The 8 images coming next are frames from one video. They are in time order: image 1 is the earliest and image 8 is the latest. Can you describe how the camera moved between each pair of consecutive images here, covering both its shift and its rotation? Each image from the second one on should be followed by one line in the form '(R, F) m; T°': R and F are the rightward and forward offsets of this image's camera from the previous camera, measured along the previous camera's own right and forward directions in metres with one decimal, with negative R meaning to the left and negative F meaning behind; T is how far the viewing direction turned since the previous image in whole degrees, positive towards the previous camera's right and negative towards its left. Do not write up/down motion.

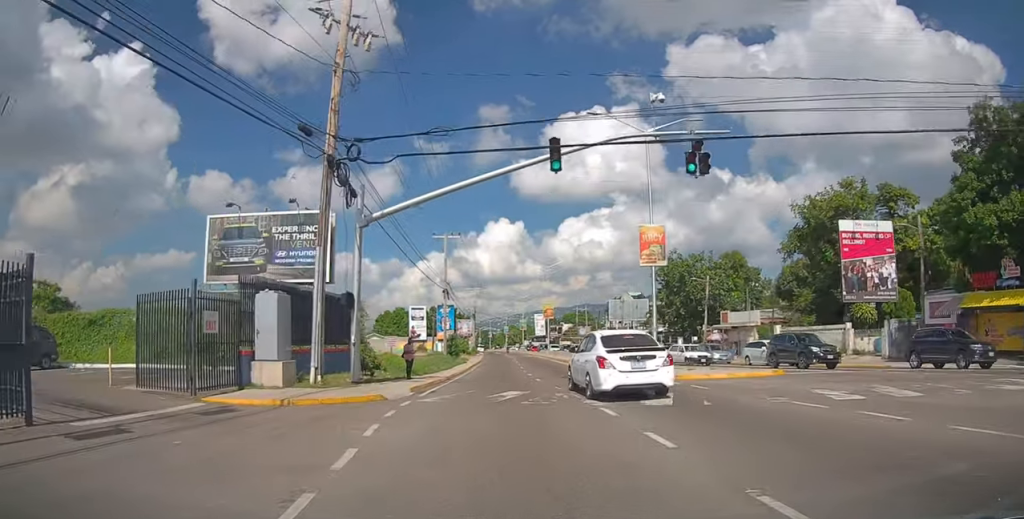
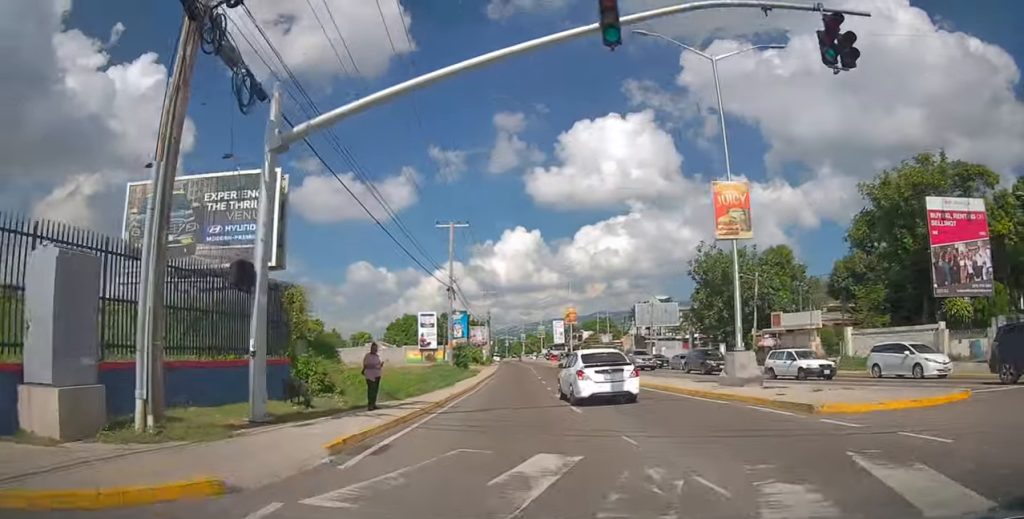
(0.0, +7.8) m; -1°
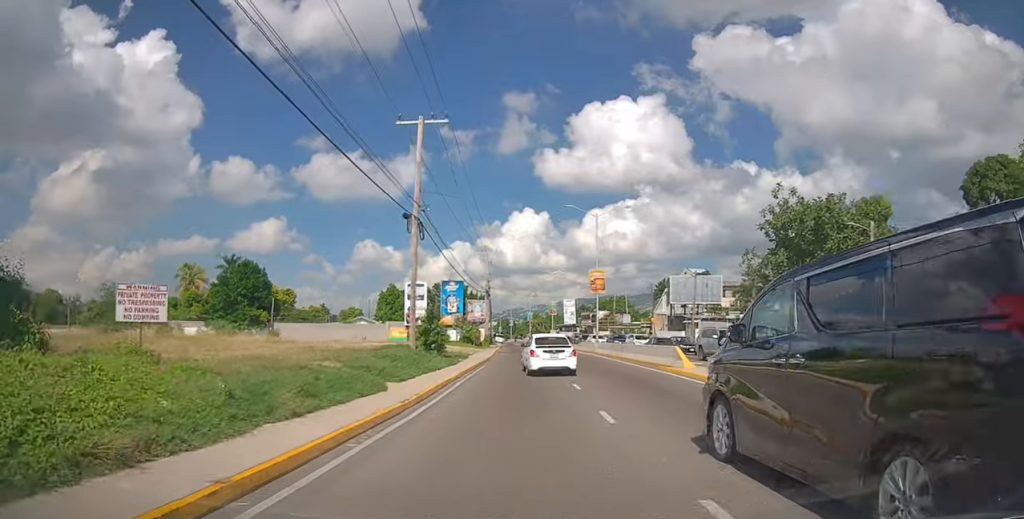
(-0.2, +15.8) m; -1°
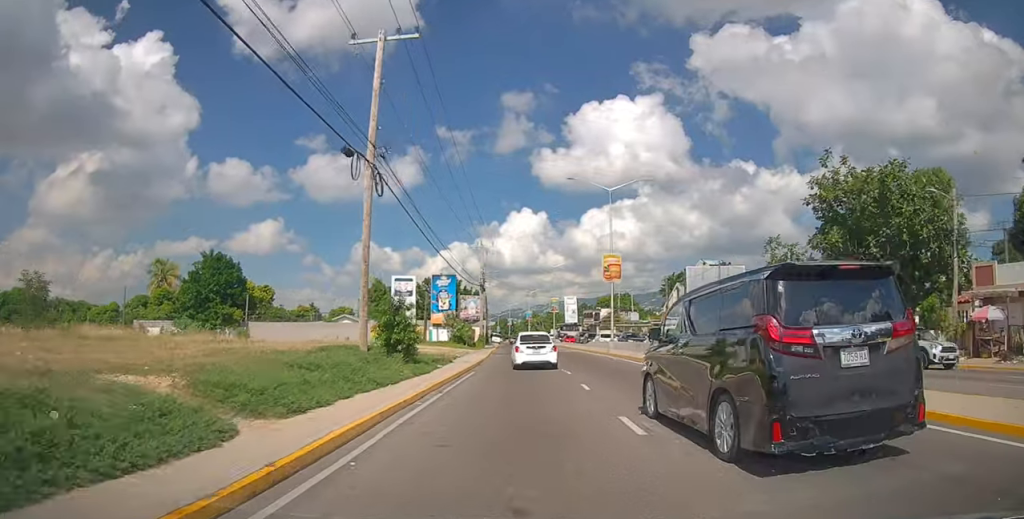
(+0.1, +7.5) m; 0°
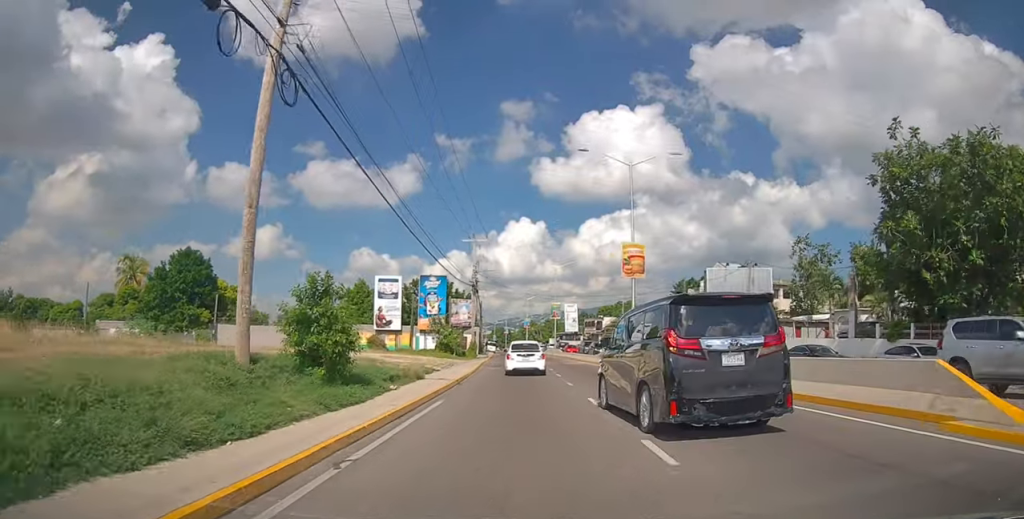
(0.0, +7.5) m; 0°
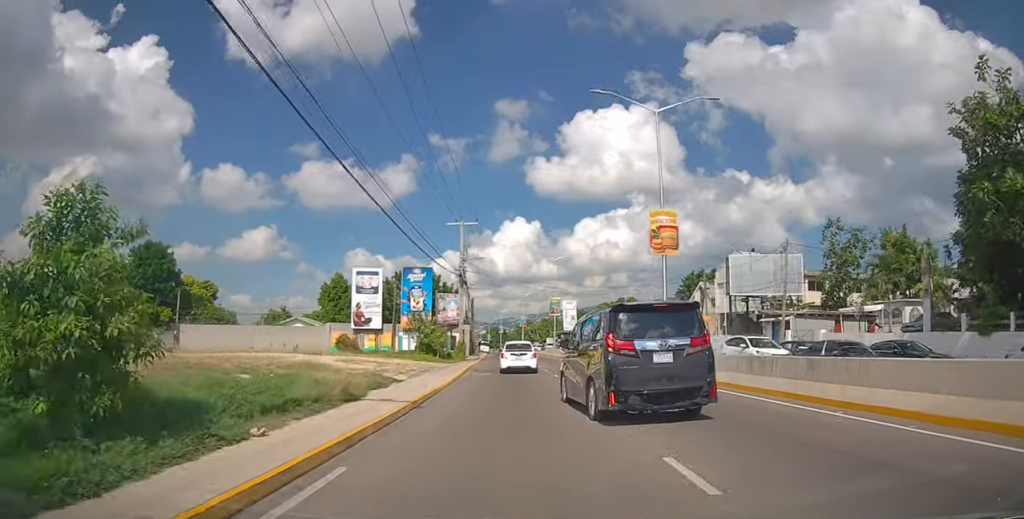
(0.0, +7.2) m; 0°
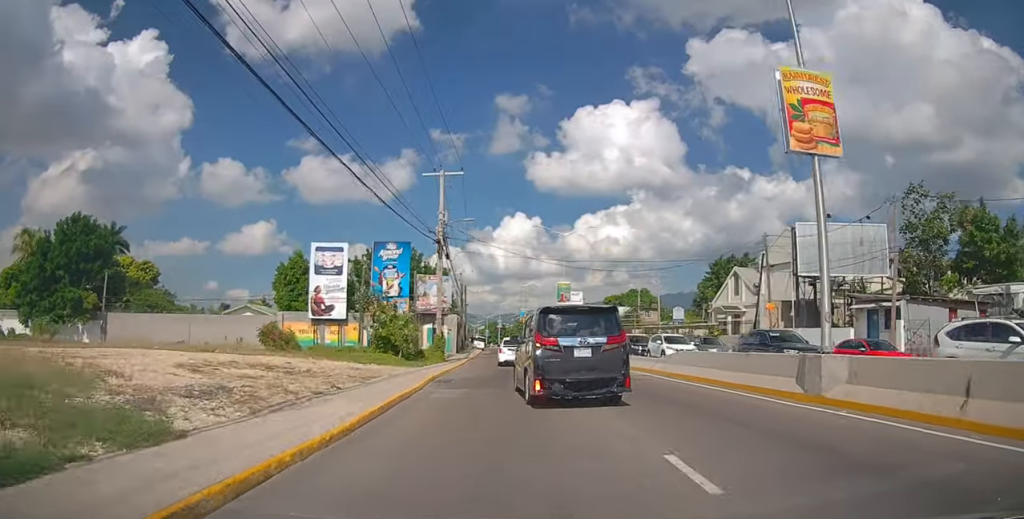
(+0.1, +12.2) m; 0°
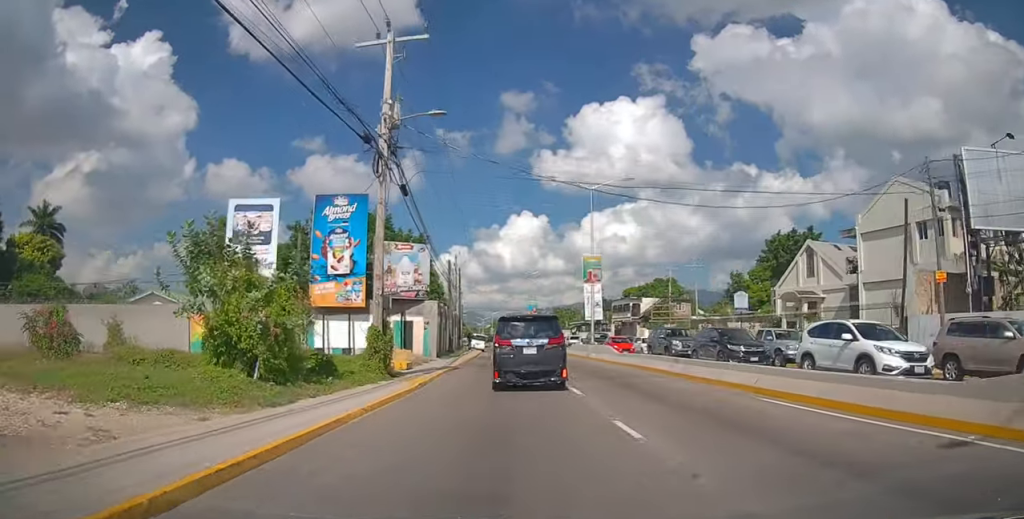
(0.0, +15.5) m; 0°
